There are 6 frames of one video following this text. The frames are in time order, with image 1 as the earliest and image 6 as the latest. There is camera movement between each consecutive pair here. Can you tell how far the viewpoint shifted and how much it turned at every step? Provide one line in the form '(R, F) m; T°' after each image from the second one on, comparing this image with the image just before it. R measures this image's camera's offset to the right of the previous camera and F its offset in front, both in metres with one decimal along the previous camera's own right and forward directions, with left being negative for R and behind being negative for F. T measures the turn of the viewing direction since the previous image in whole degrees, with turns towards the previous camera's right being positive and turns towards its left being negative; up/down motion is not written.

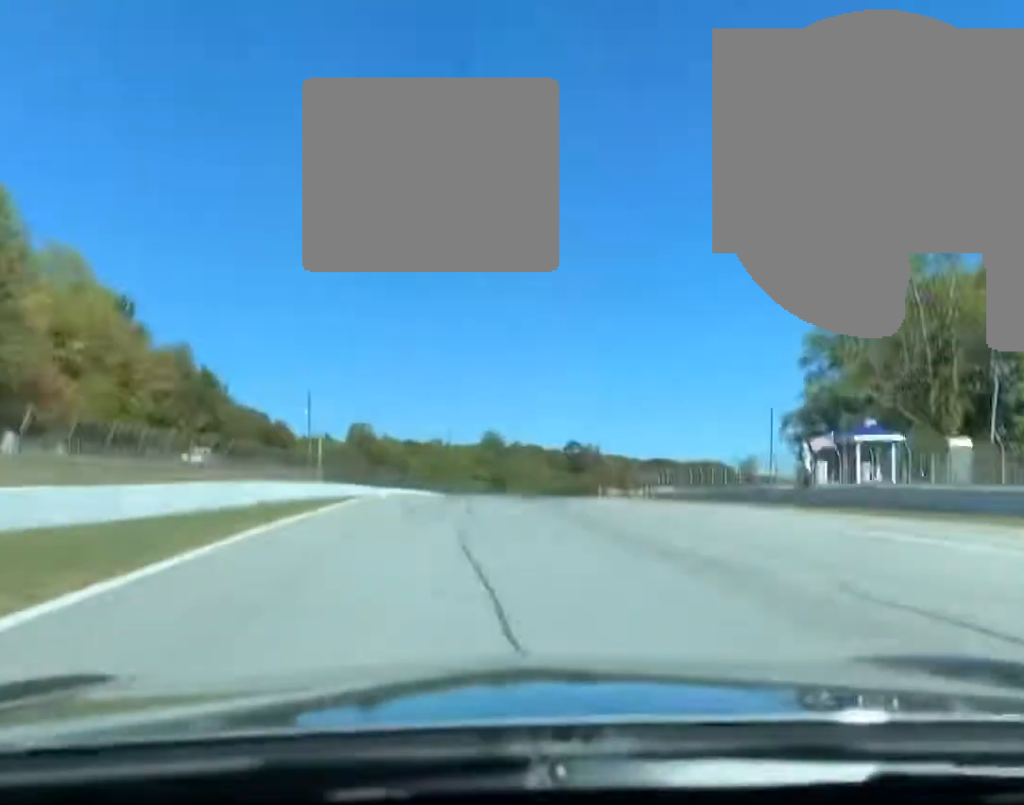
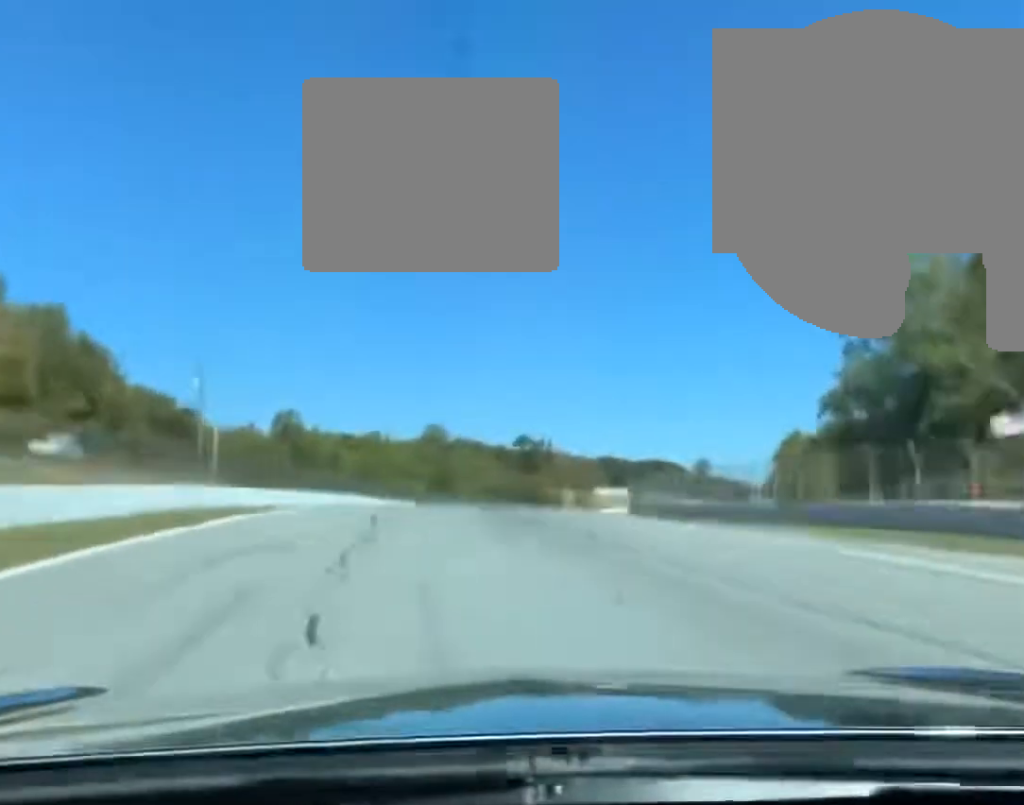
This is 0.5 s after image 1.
(-0.8, +30.3) m; +2°
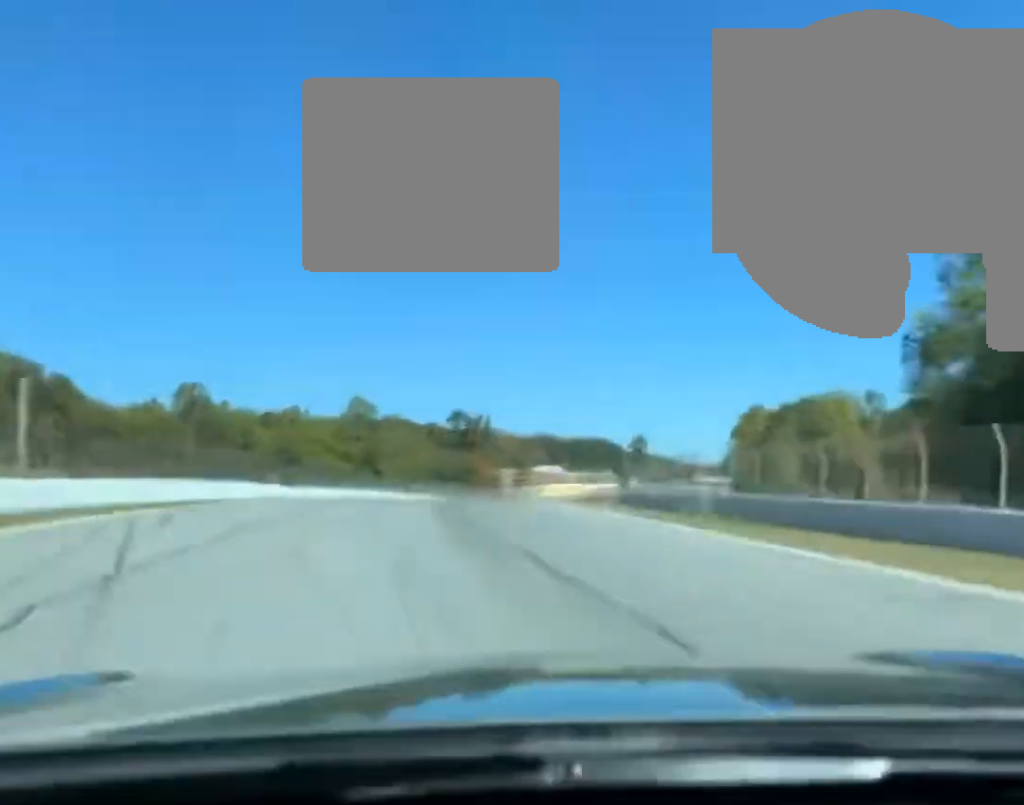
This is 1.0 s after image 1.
(+1.8, +37.4) m; +4°
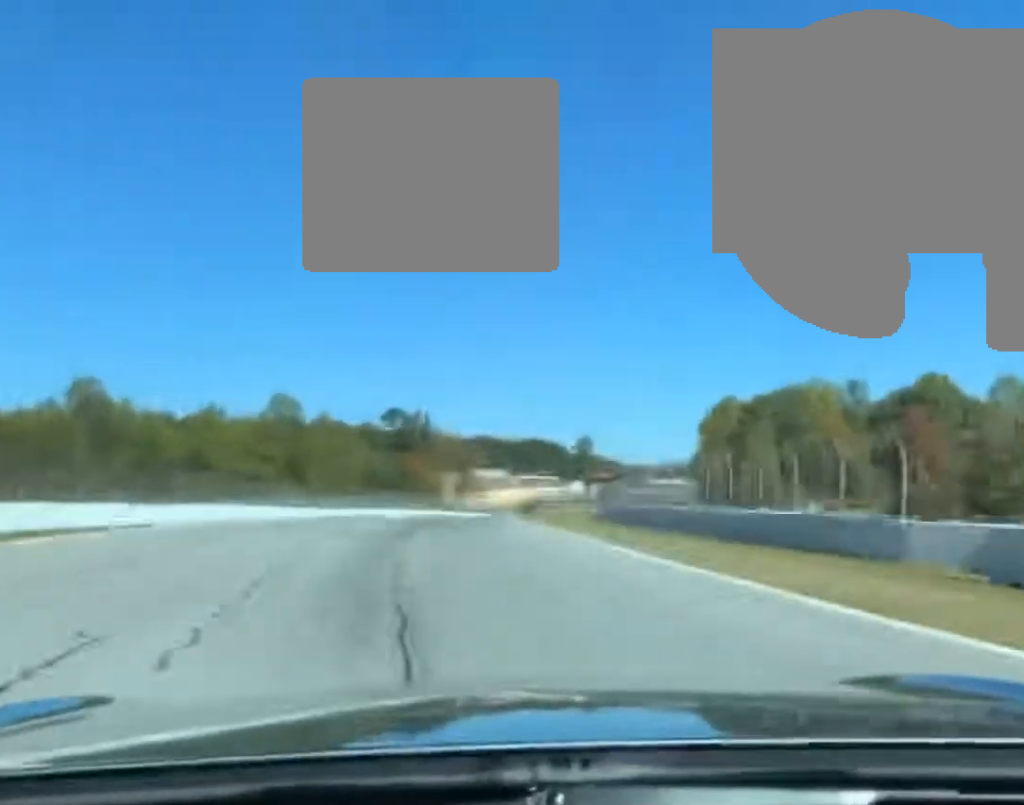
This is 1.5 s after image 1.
(0.0, +33.2) m; +3°
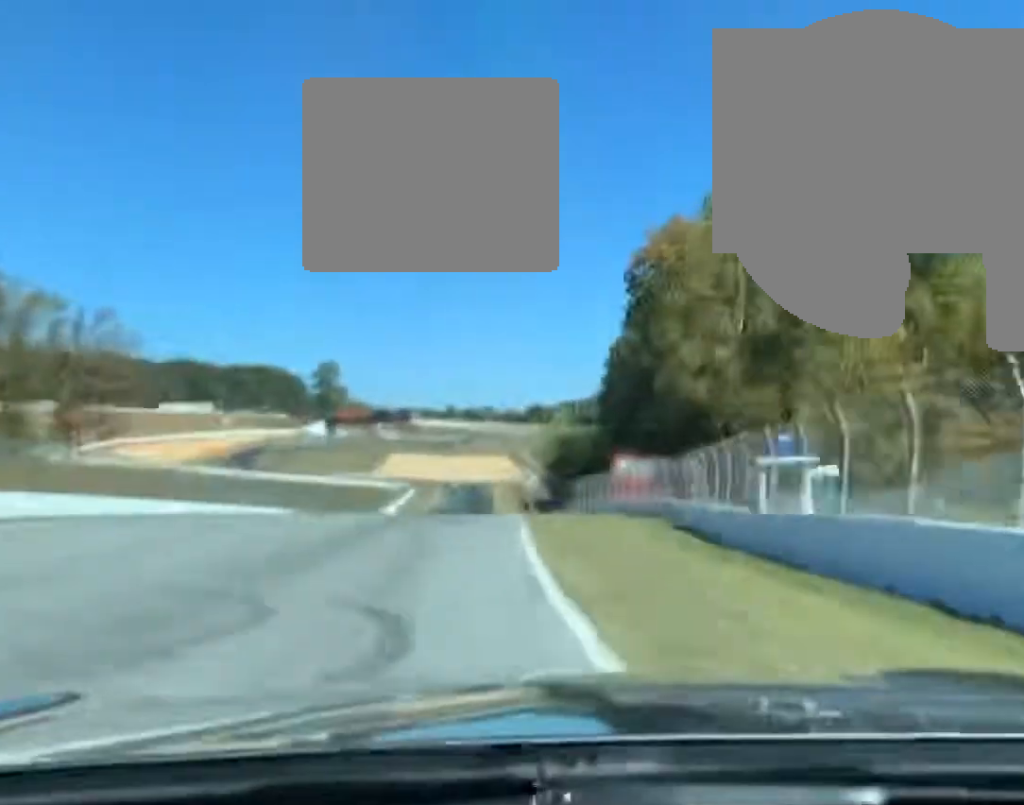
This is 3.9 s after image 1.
(+19.2, +161.6) m; +11°
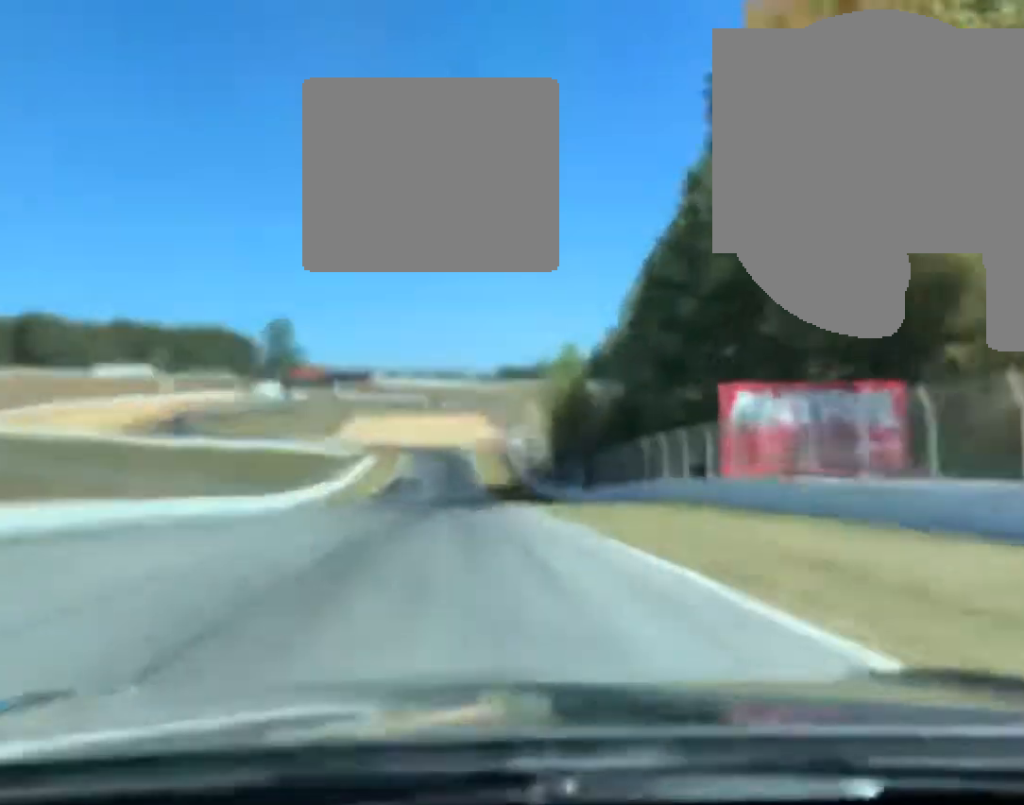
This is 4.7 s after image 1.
(+1.2, +53.2) m; +1°
